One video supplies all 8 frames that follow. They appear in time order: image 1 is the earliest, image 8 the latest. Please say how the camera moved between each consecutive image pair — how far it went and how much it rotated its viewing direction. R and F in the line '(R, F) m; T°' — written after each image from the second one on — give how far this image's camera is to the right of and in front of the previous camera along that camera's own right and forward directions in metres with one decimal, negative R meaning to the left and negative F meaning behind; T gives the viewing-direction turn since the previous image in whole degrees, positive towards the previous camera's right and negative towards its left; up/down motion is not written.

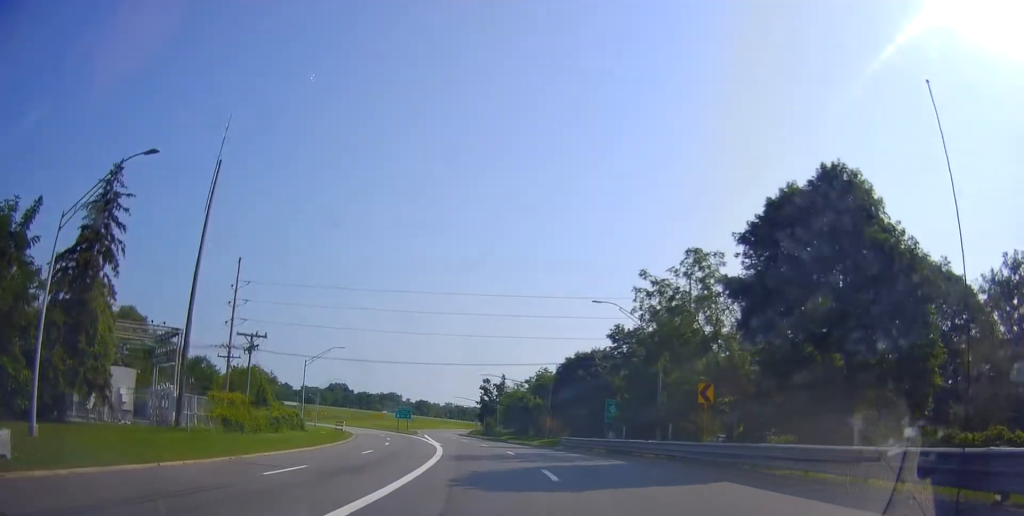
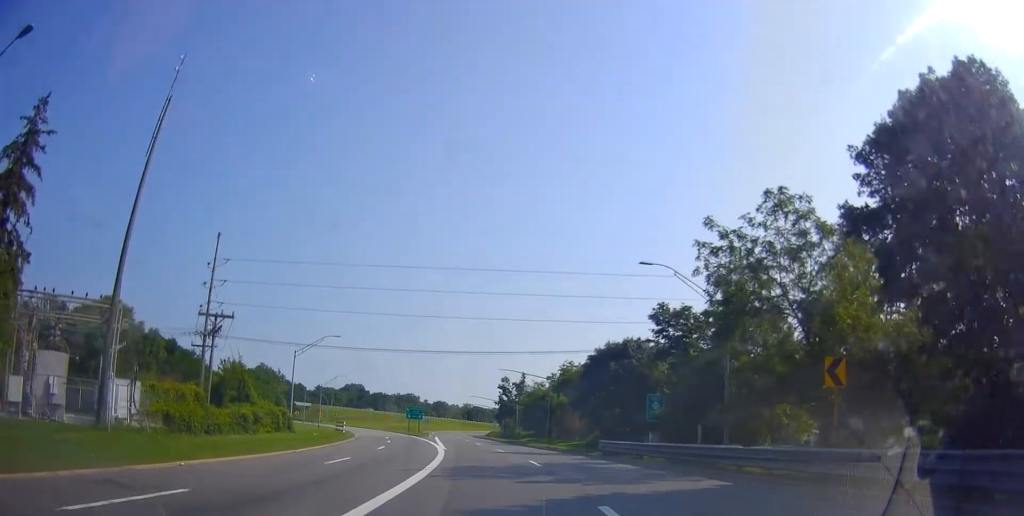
(-0.4, +8.6) m; -4°
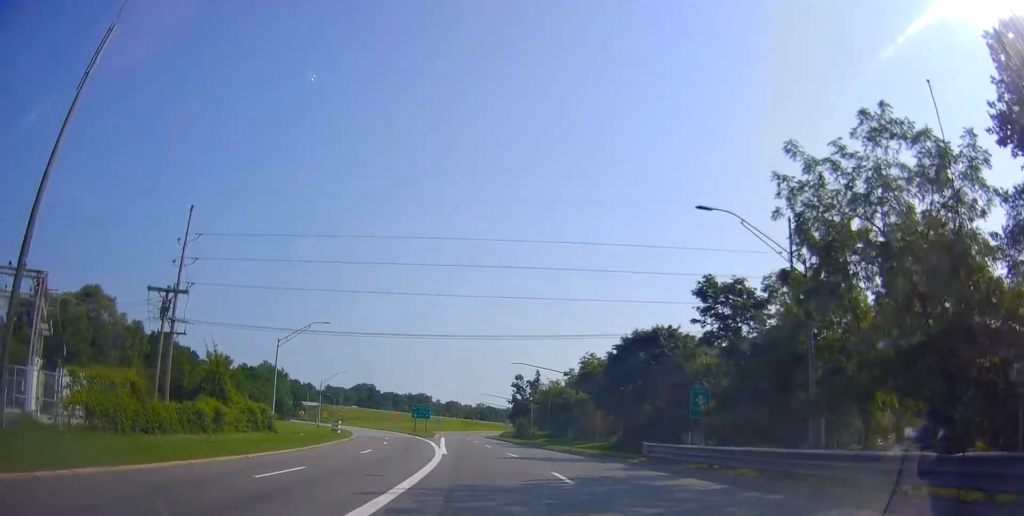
(-0.2, +7.4) m; -1°
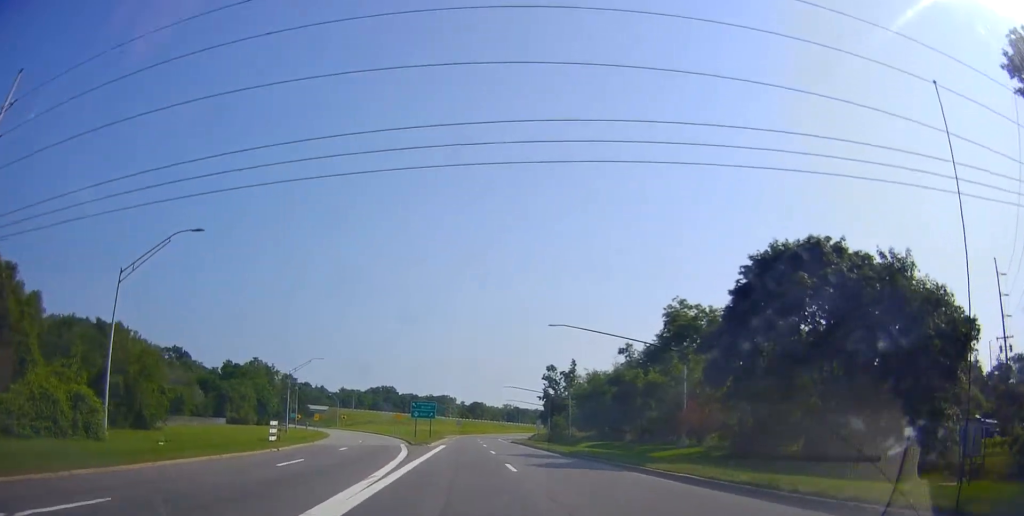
(-0.5, +24.8) m; -2°
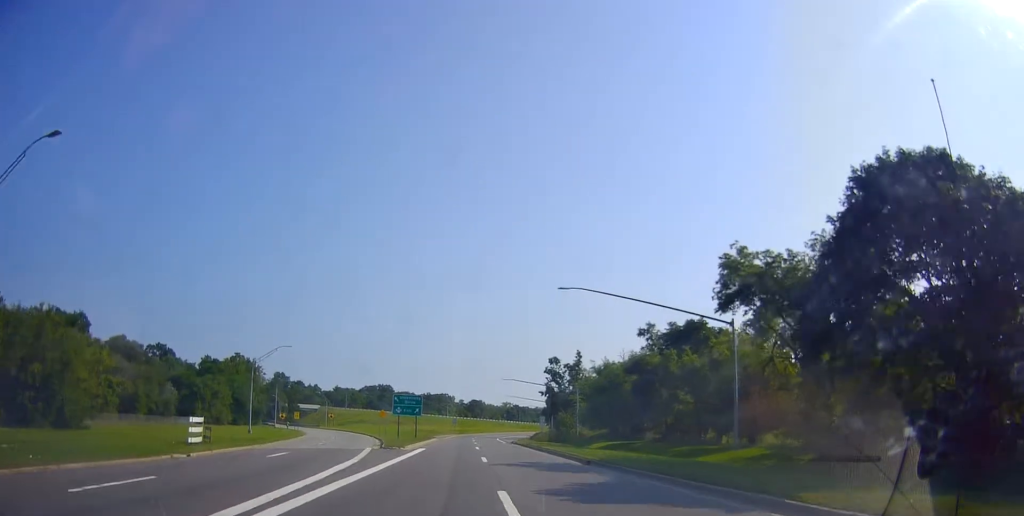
(-0.1, +10.6) m; -1°
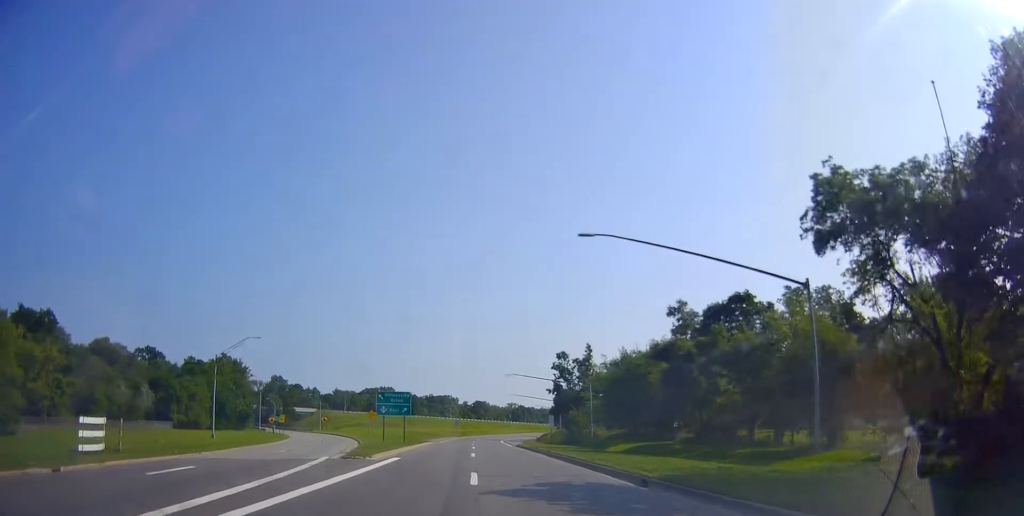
(-0.1, +9.2) m; -1°
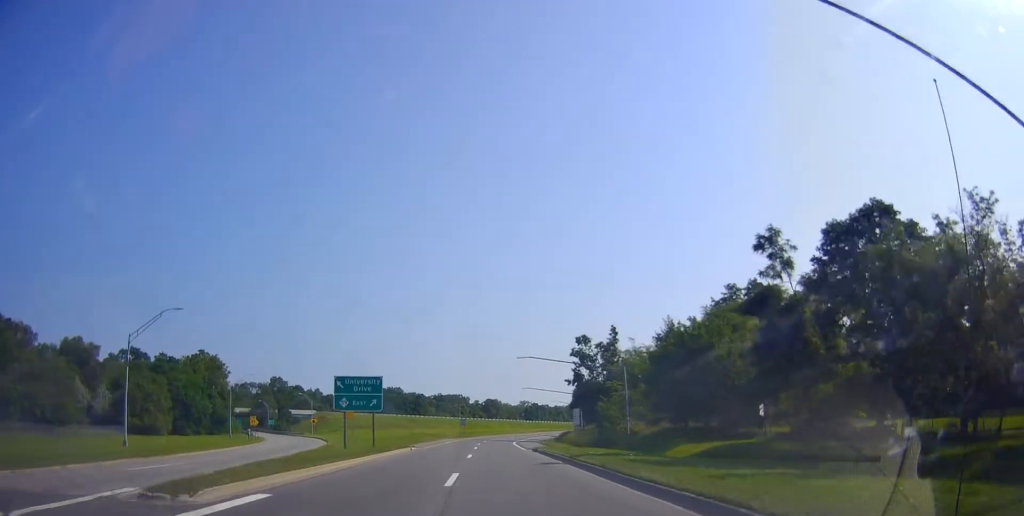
(-0.1, +15.7) m; 0°
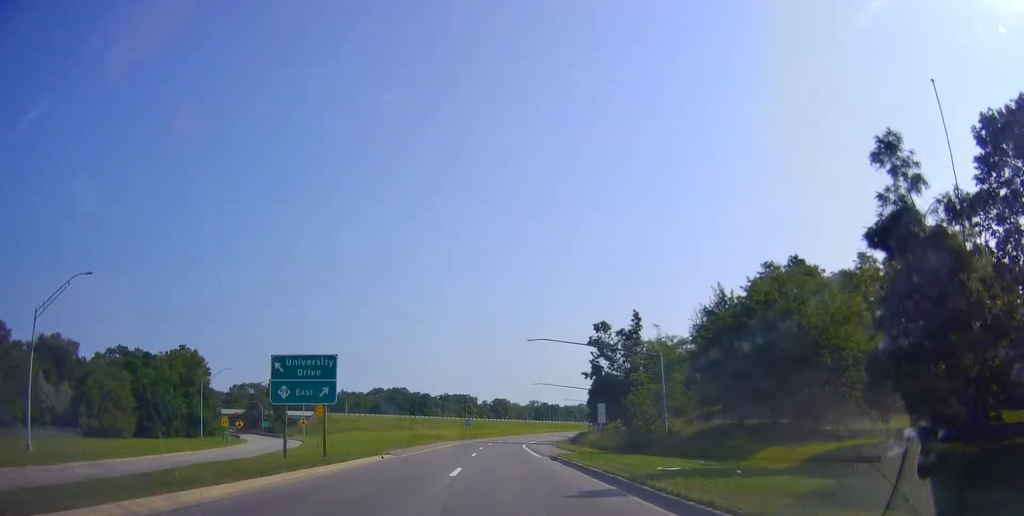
(+0.1, +11.3) m; +1°
